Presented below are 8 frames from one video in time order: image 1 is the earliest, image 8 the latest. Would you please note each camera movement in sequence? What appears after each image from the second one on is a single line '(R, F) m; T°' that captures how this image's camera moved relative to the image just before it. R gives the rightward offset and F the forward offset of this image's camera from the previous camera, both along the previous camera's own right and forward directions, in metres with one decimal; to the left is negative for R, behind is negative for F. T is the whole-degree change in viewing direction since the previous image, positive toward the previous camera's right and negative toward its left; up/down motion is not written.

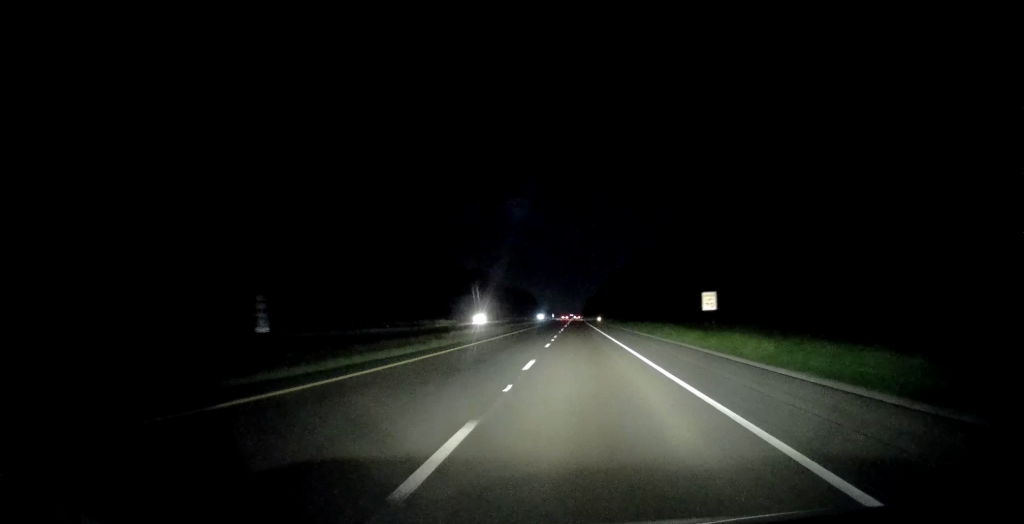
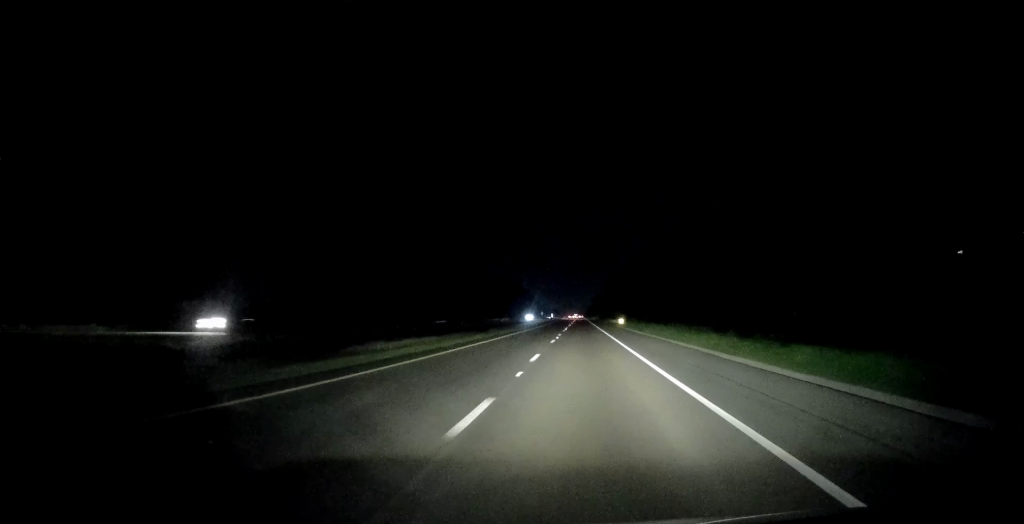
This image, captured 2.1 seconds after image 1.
(+0.2, +69.1) m; +1°
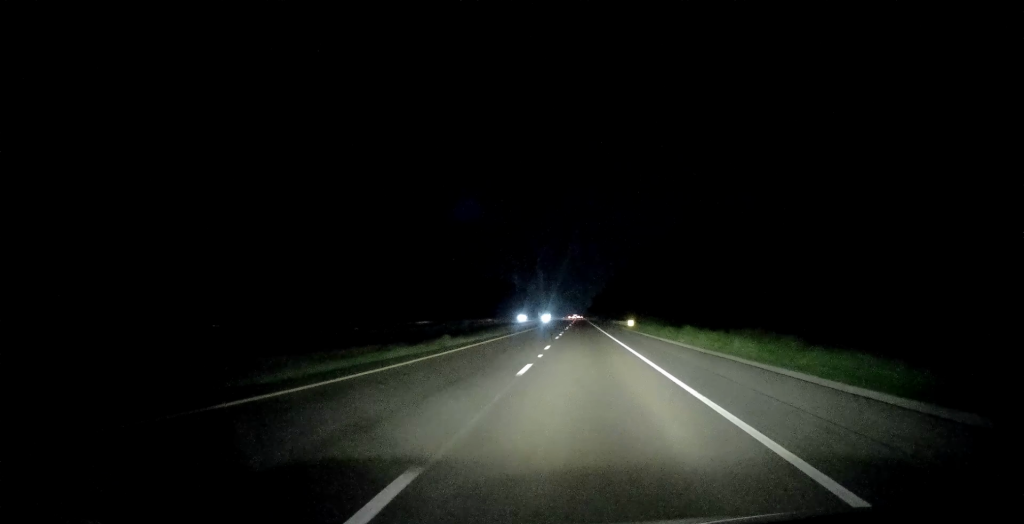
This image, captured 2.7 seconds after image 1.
(0.0, +17.3) m; 0°
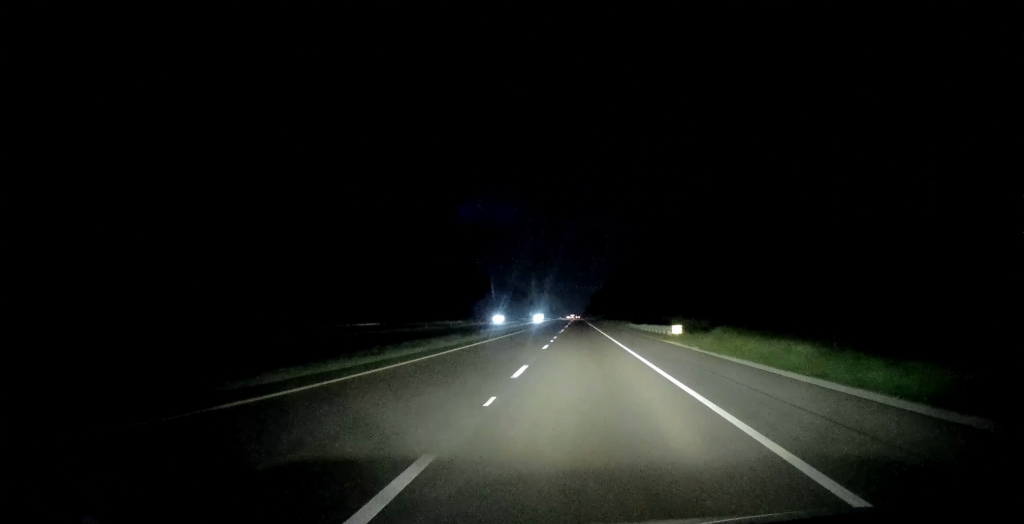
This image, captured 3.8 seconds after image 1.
(-0.1, +35.7) m; 0°
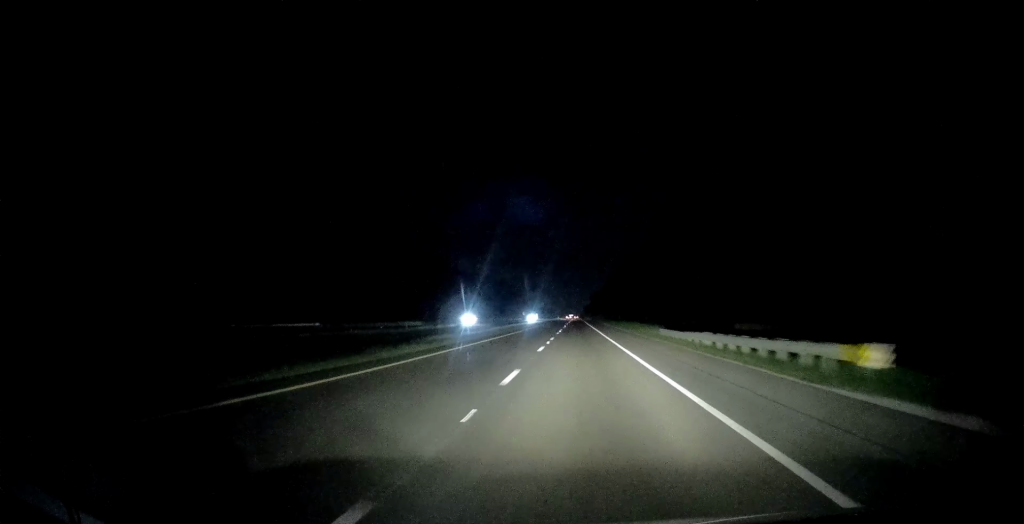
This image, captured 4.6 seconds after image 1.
(+0.3, +25.9) m; -1°
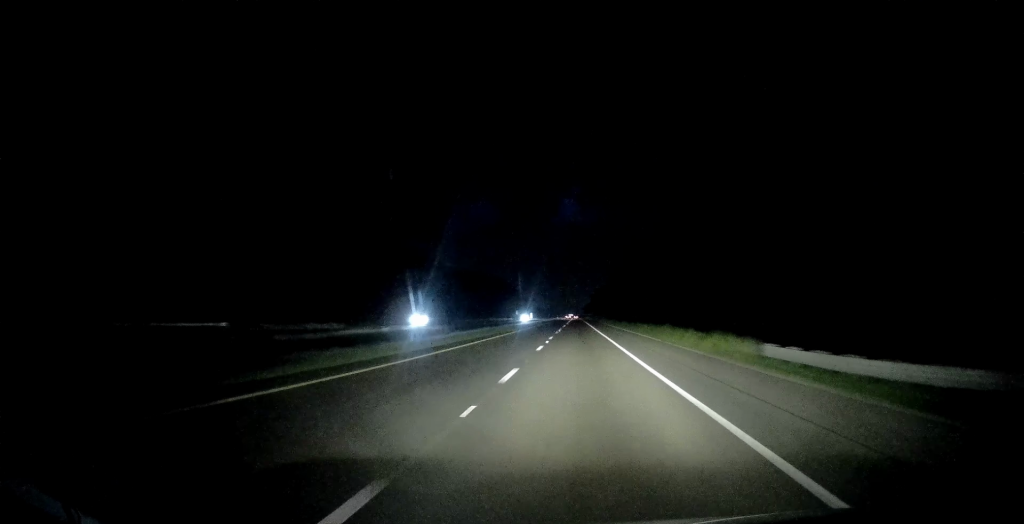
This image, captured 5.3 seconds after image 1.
(-0.1, +23.6) m; -1°
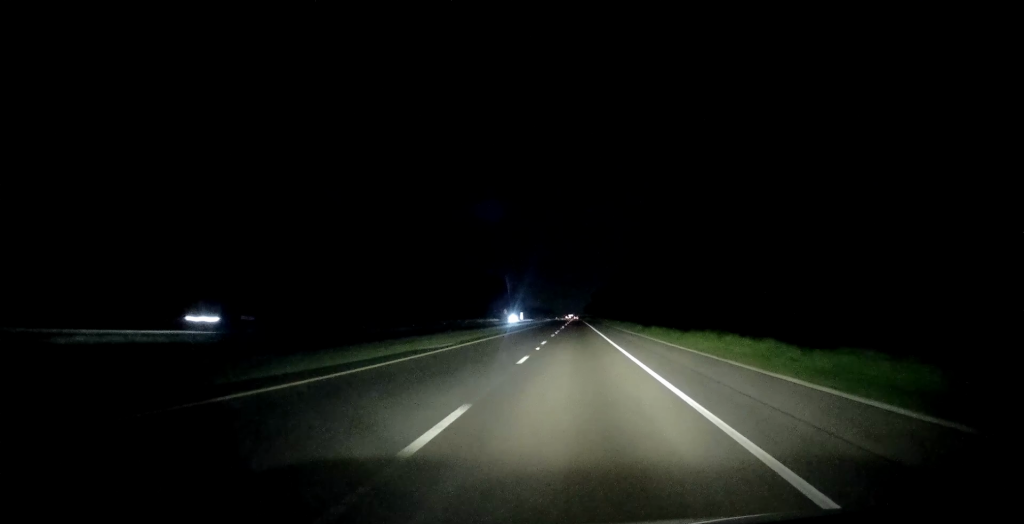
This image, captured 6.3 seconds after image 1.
(-0.5, +31.2) m; 0°
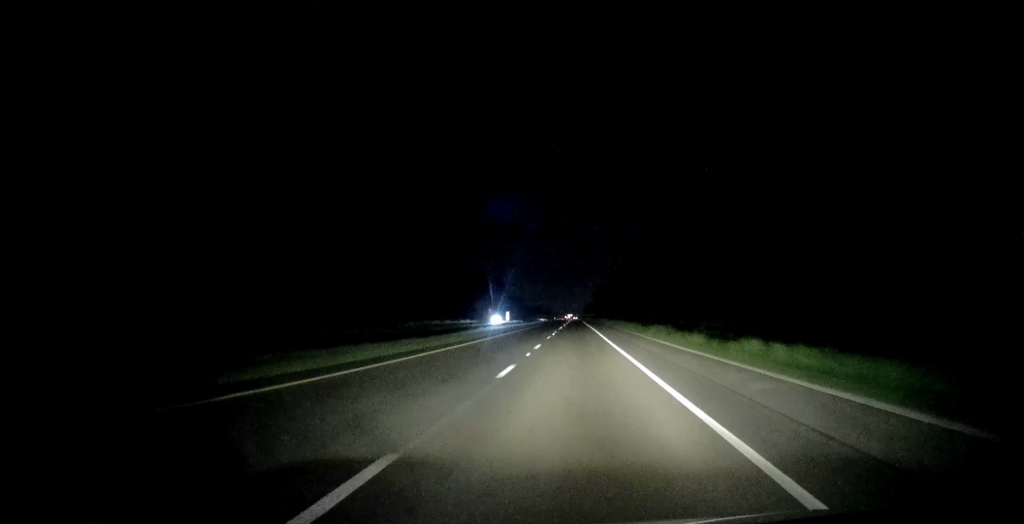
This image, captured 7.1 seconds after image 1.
(+0.4, +28.0) m; +1°
